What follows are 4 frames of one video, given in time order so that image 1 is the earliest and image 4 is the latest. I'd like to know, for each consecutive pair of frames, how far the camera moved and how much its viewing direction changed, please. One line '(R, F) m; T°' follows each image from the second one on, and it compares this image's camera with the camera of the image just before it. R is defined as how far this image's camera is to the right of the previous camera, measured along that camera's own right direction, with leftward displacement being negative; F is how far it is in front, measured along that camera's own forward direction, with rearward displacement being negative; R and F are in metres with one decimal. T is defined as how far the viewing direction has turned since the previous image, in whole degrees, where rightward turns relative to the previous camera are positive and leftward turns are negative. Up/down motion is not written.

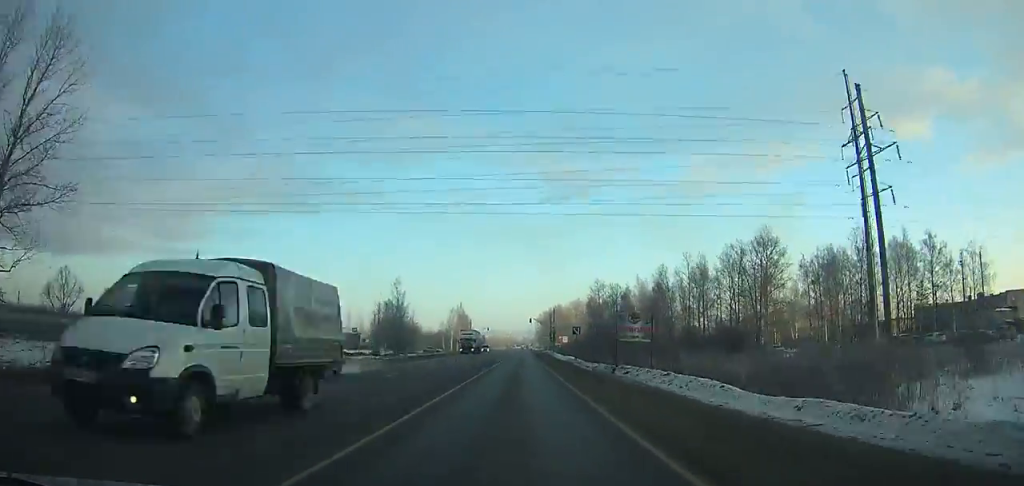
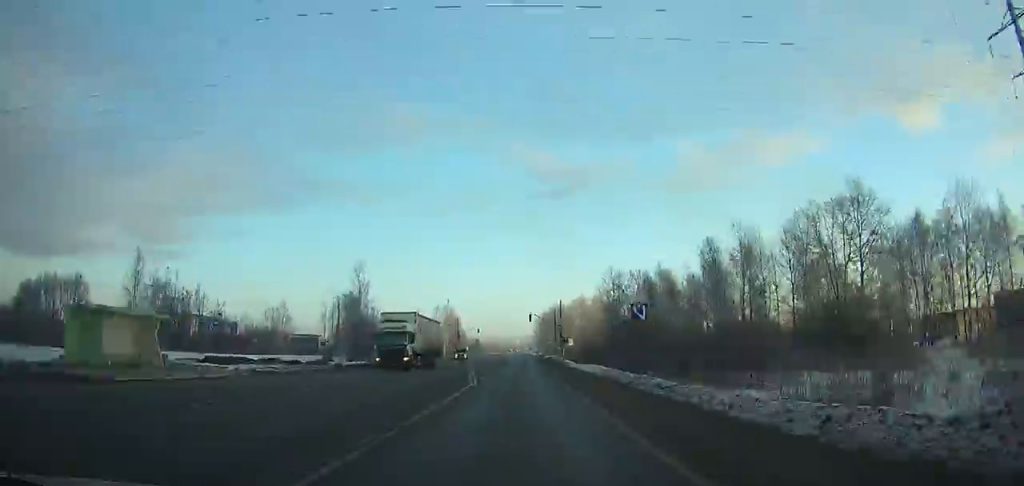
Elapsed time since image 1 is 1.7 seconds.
(+2.0, +26.3) m; +2°
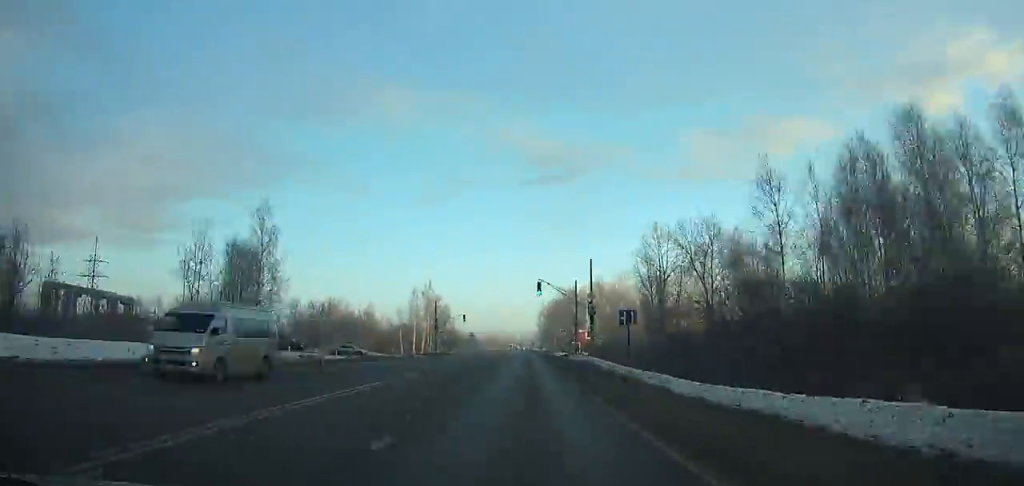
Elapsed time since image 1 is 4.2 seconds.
(+2.1, +38.8) m; +1°
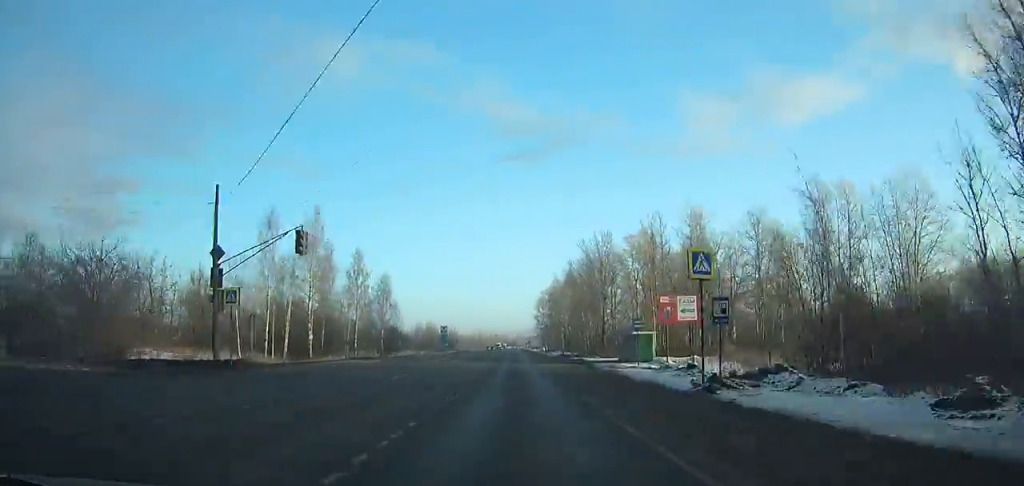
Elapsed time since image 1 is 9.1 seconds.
(-3.2, +75.8) m; -3°
